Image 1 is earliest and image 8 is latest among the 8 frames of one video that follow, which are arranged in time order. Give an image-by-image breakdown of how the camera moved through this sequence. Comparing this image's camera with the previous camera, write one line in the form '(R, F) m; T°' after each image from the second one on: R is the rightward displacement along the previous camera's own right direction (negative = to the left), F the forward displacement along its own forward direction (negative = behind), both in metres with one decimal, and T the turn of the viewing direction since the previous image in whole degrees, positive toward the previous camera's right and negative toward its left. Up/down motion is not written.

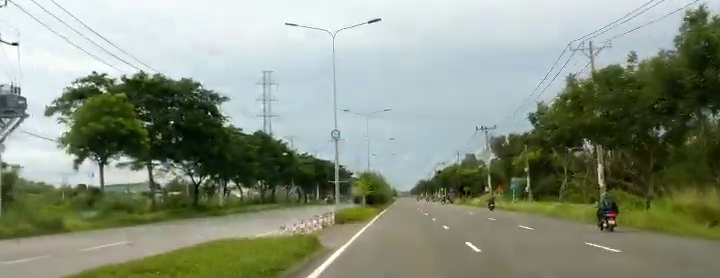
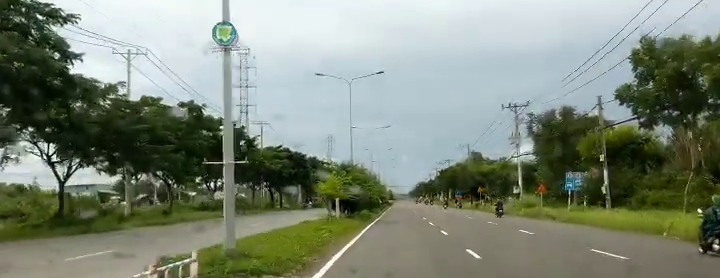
(-0.3, +24.8) m; -1°
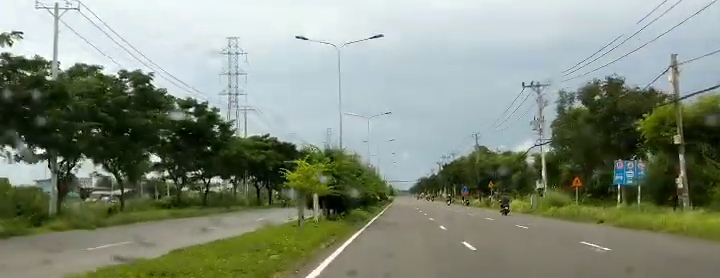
(+0.2, +10.7) m; -1°
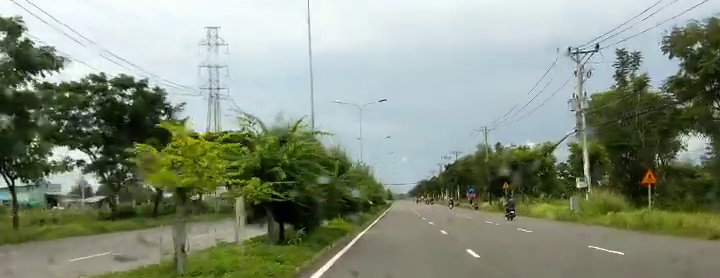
(-0.5, +13.3) m; 0°
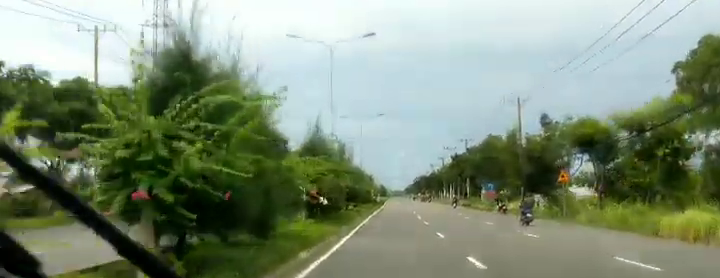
(+0.5, +26.8) m; +2°
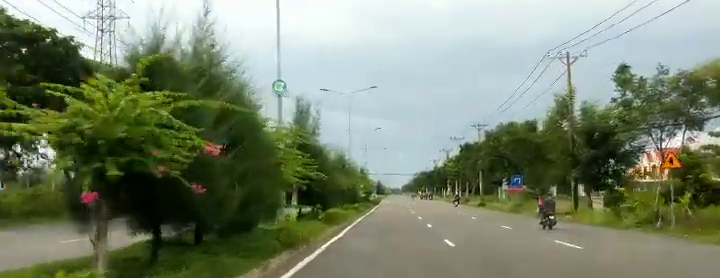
(-0.2, +18.1) m; 0°
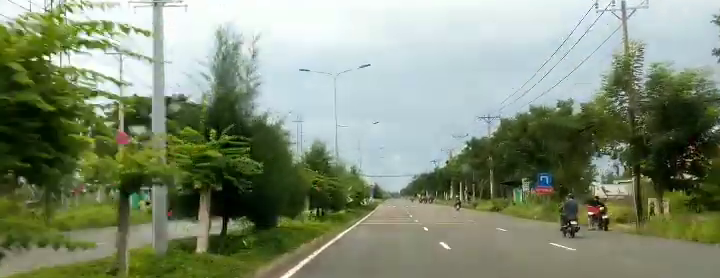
(+0.1, +11.5) m; 0°
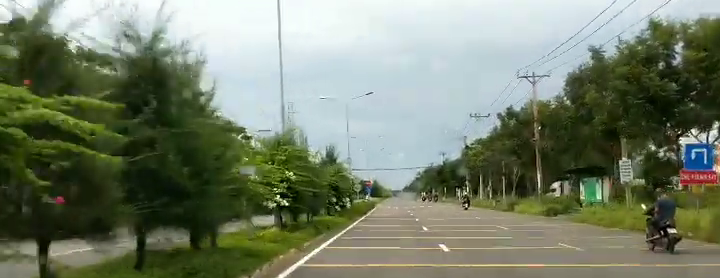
(0.0, +24.6) m; -2°
